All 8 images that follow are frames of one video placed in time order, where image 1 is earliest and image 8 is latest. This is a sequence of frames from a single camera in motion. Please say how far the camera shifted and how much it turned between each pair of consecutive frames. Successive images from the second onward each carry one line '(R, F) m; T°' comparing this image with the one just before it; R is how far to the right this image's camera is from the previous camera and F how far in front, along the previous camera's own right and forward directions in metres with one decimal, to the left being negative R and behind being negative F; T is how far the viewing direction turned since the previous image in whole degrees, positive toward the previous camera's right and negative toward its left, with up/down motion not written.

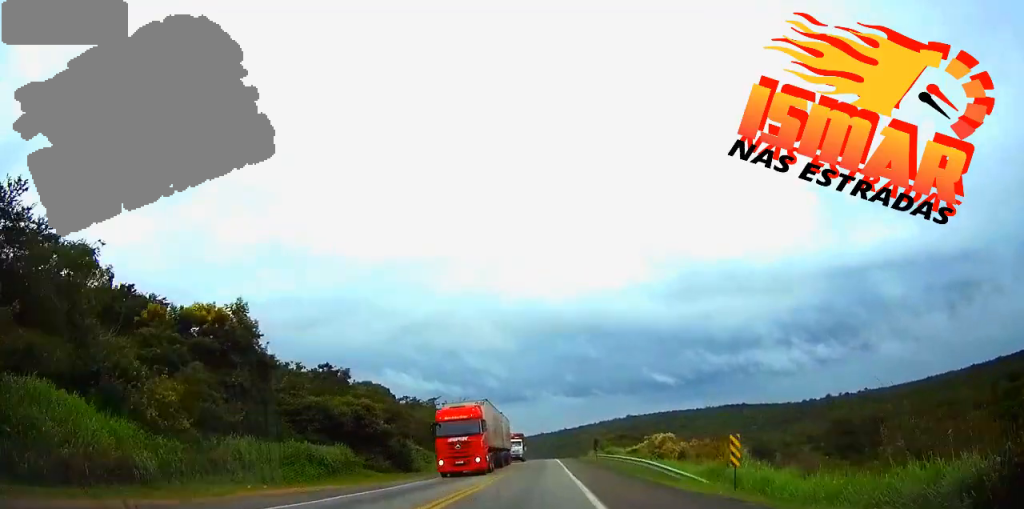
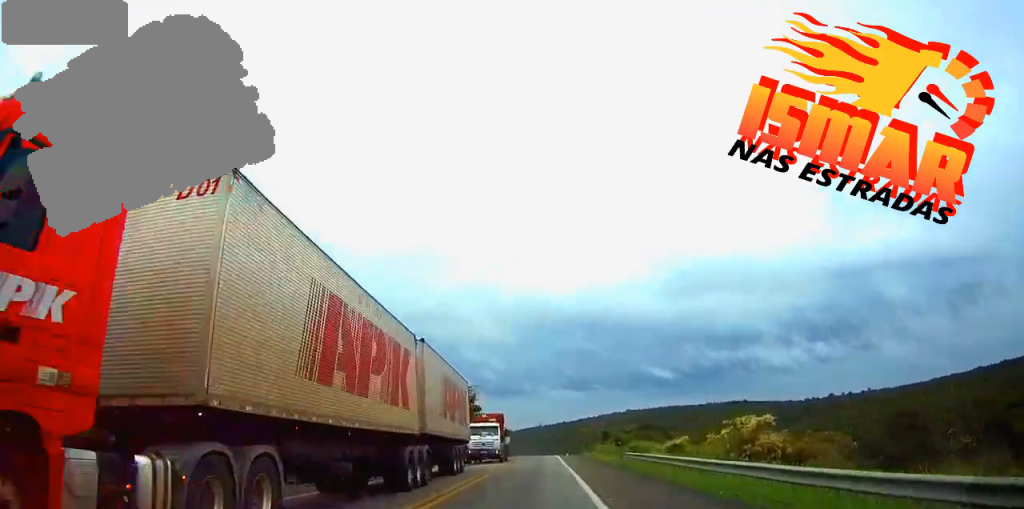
(0.0, +25.7) m; 0°
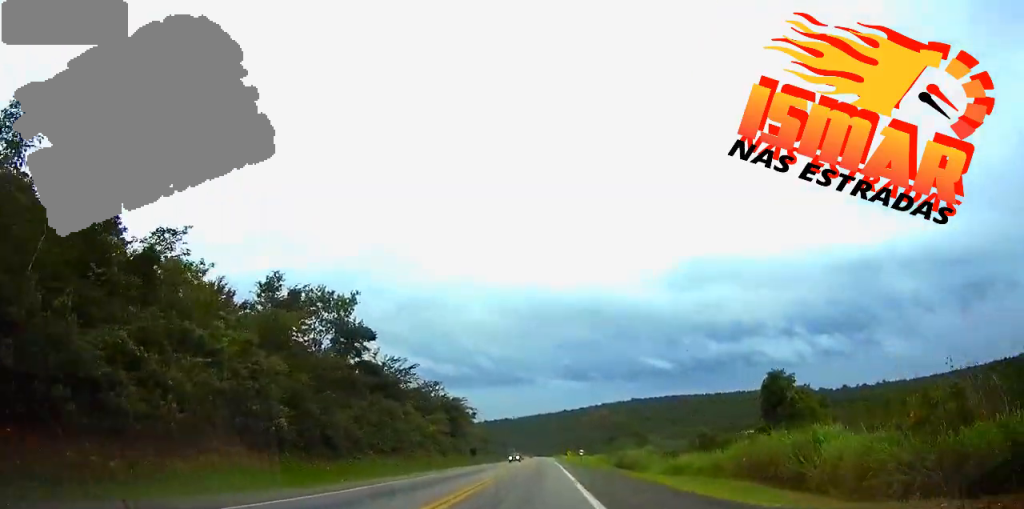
(+0.3, +81.9) m; 0°
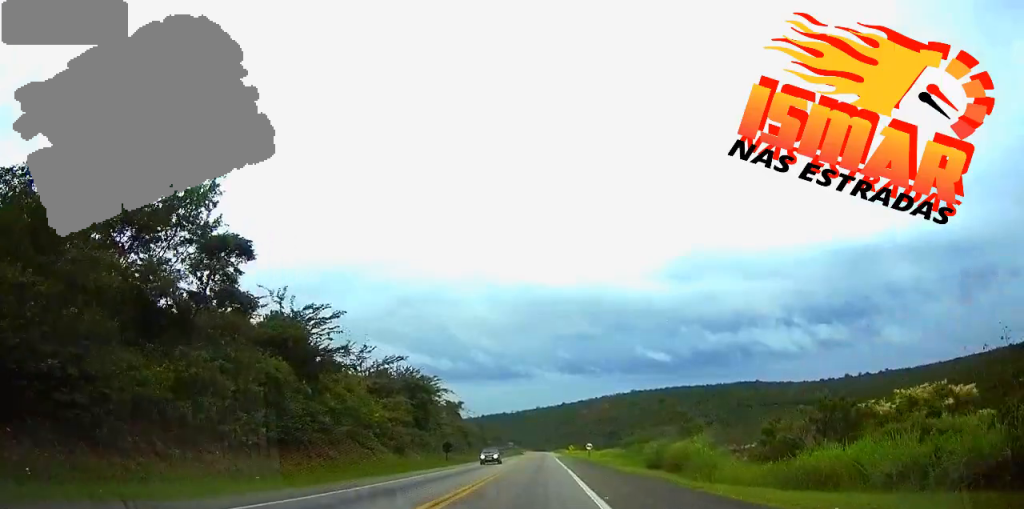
(+0.1, +21.9) m; 0°
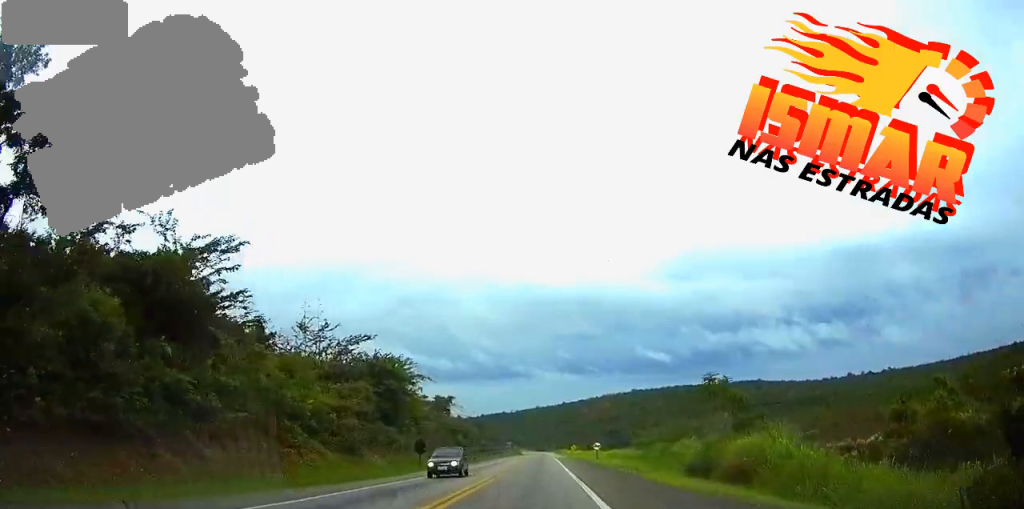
(0.0, +13.6) m; 0°
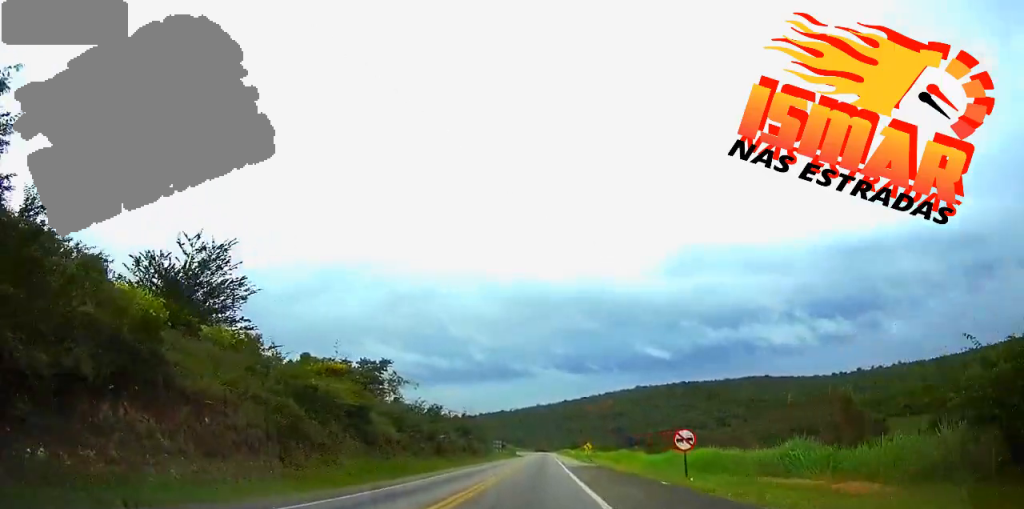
(-0.1, +48.6) m; 0°
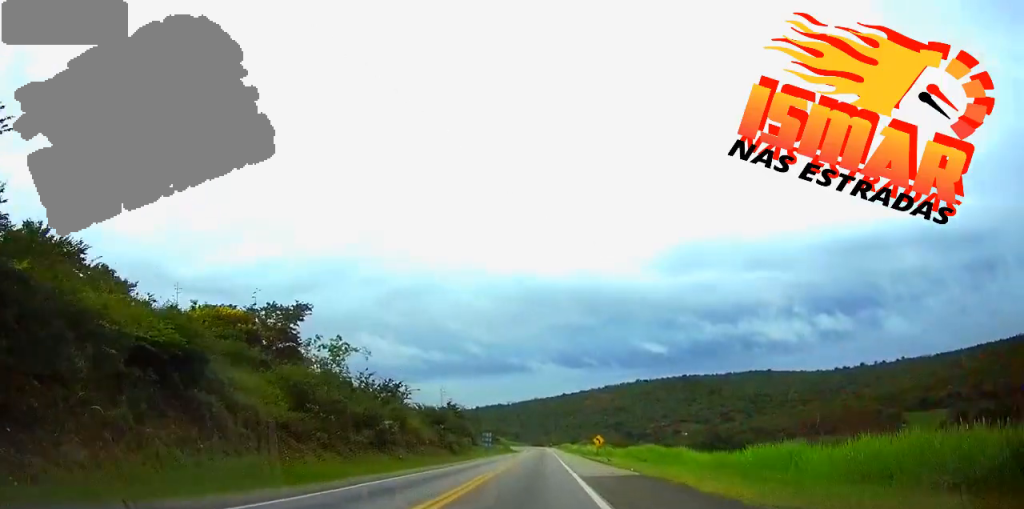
(0.0, +24.5) m; 0°
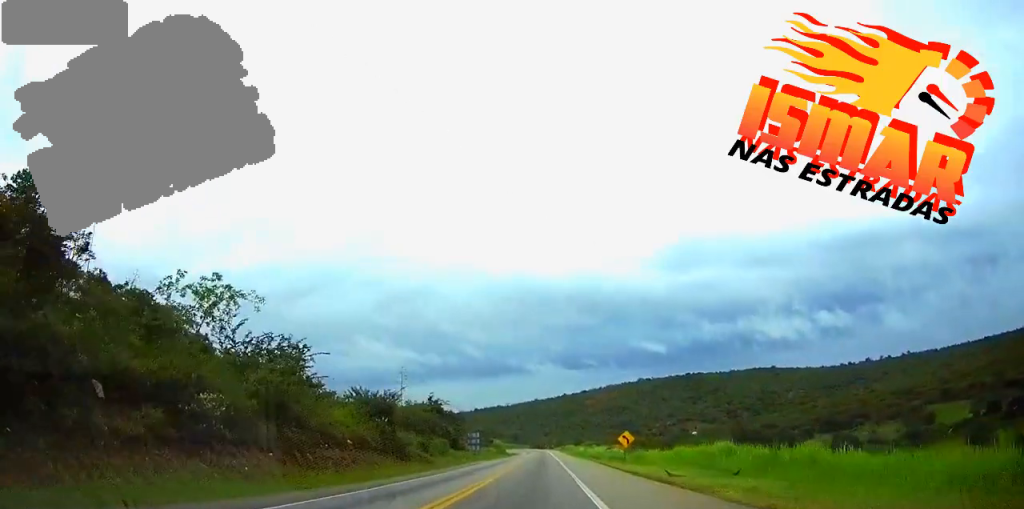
(+0.1, +26.8) m; 0°
